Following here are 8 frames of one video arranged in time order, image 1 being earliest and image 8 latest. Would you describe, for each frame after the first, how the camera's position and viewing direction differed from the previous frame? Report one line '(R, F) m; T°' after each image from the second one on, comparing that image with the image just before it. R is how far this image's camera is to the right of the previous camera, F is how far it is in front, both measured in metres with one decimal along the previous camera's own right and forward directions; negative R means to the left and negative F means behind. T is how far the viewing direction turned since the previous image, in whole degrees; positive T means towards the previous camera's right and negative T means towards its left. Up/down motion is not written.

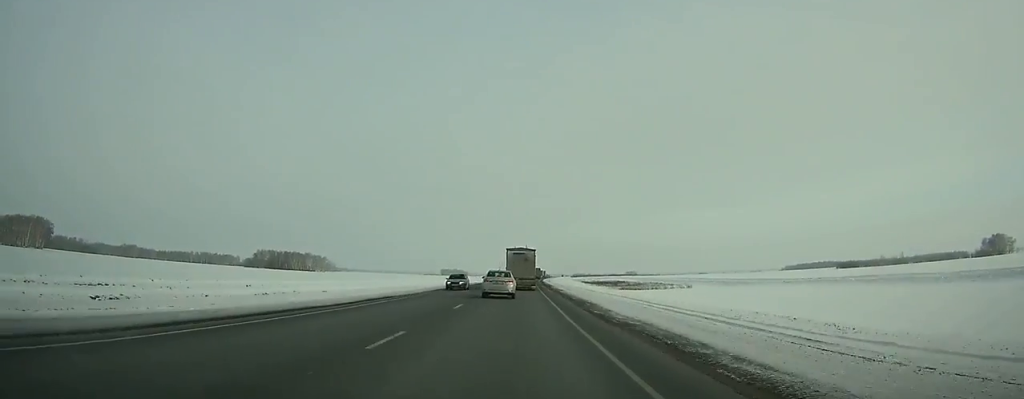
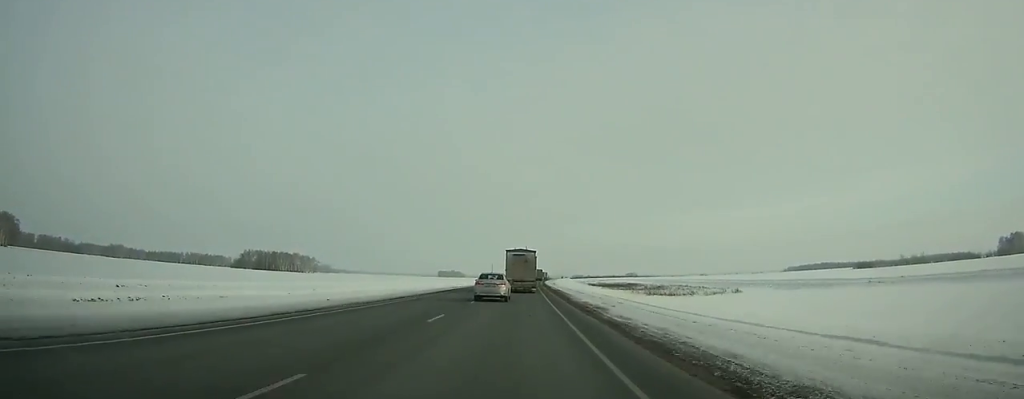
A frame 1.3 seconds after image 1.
(+0.1, +29.8) m; 0°
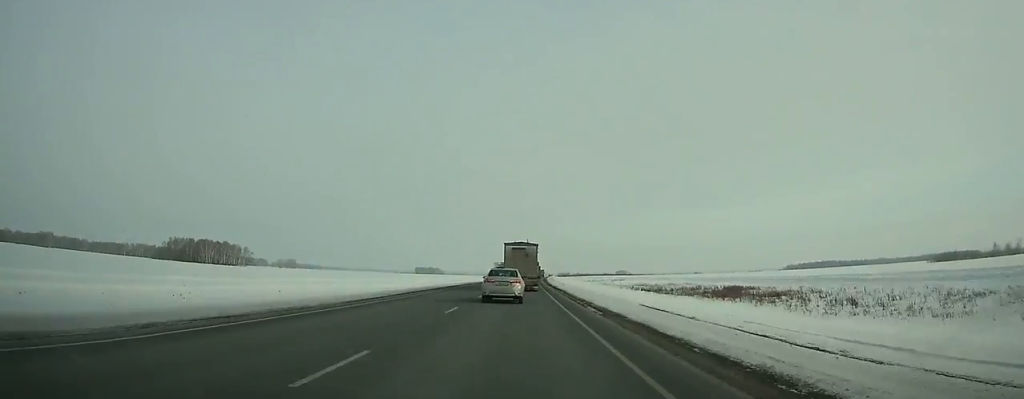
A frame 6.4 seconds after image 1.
(+1.6, +116.4) m; +2°
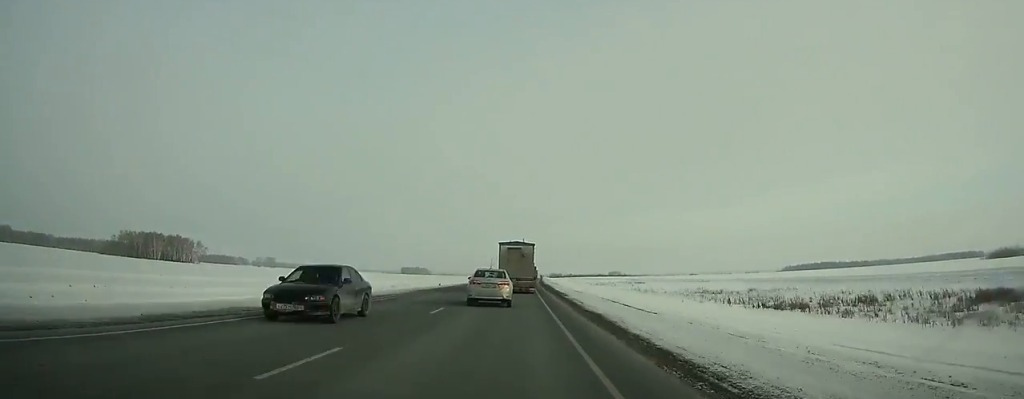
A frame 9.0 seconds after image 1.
(+0.5, +59.8) m; 0°
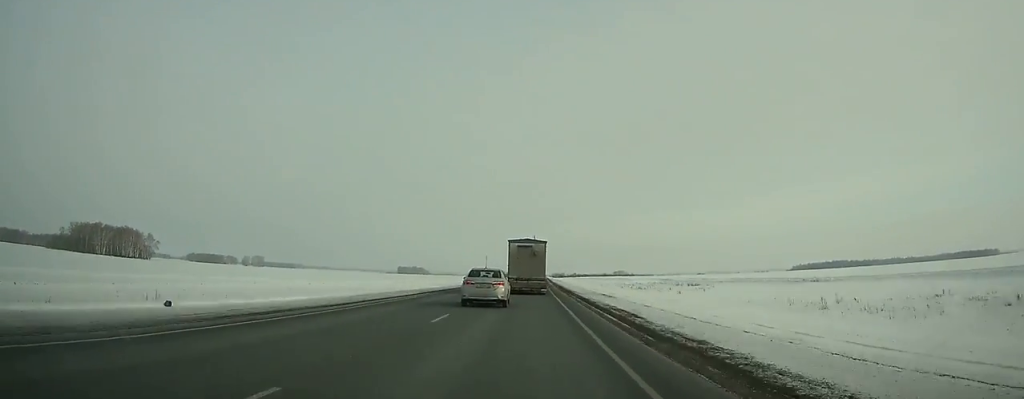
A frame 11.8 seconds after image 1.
(-0.1, +66.0) m; 0°
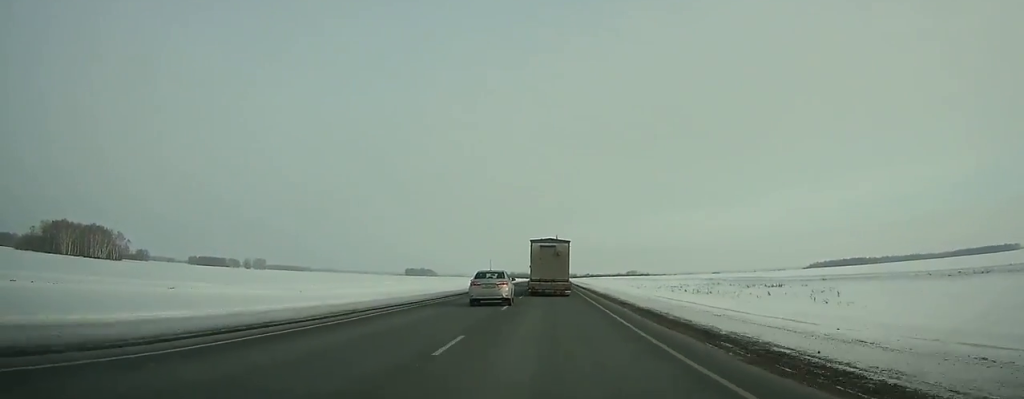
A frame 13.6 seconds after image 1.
(-0.1, +44.1) m; 0°
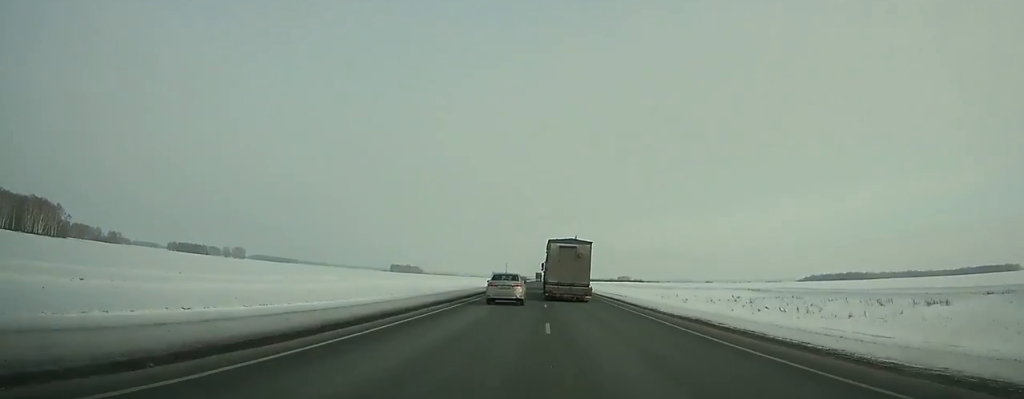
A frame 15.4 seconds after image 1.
(+0.2, +46.1) m; 0°
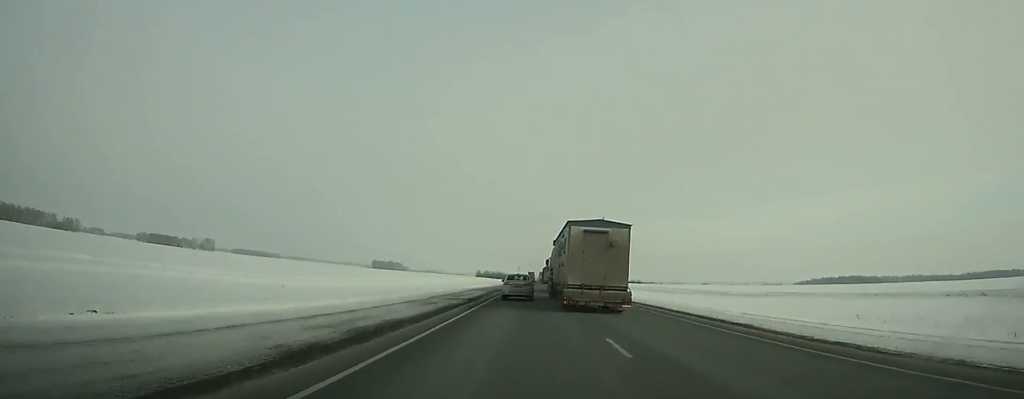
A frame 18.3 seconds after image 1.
(+0.5, +77.7) m; +1°
